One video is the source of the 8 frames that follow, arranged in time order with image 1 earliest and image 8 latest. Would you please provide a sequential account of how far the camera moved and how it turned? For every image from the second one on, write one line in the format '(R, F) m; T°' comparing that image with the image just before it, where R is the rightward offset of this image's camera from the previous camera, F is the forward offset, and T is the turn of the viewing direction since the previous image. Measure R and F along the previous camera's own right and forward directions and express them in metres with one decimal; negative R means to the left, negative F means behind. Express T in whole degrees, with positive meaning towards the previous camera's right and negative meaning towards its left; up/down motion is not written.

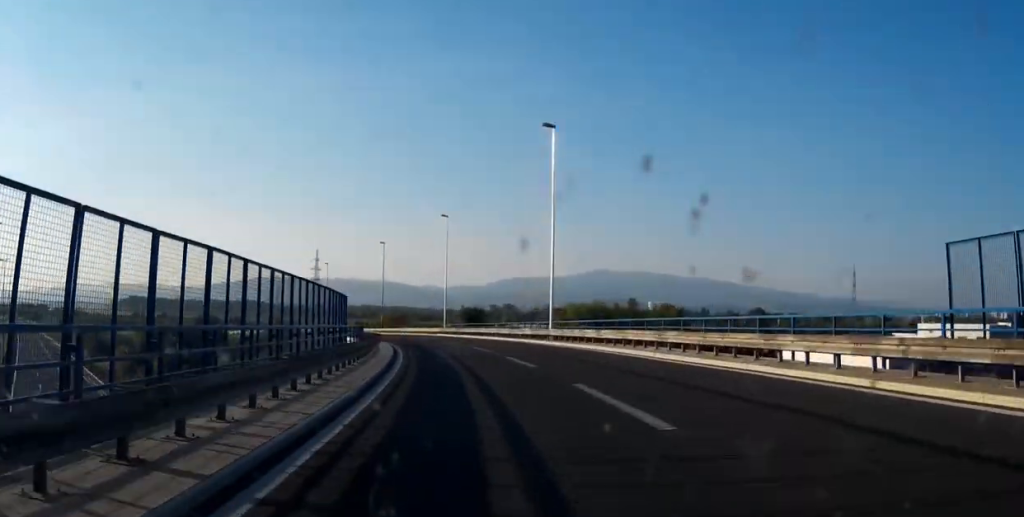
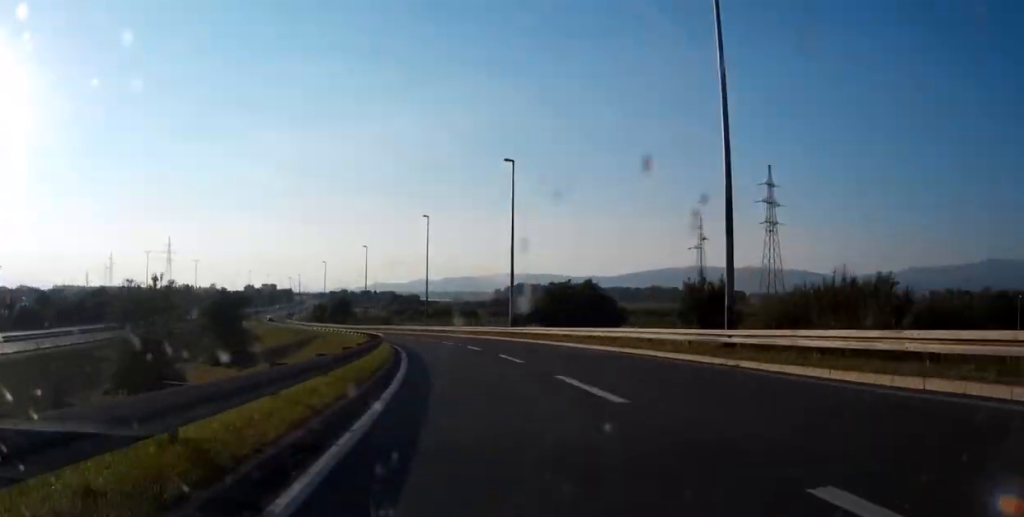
(-46.2, +162.5) m; -30°
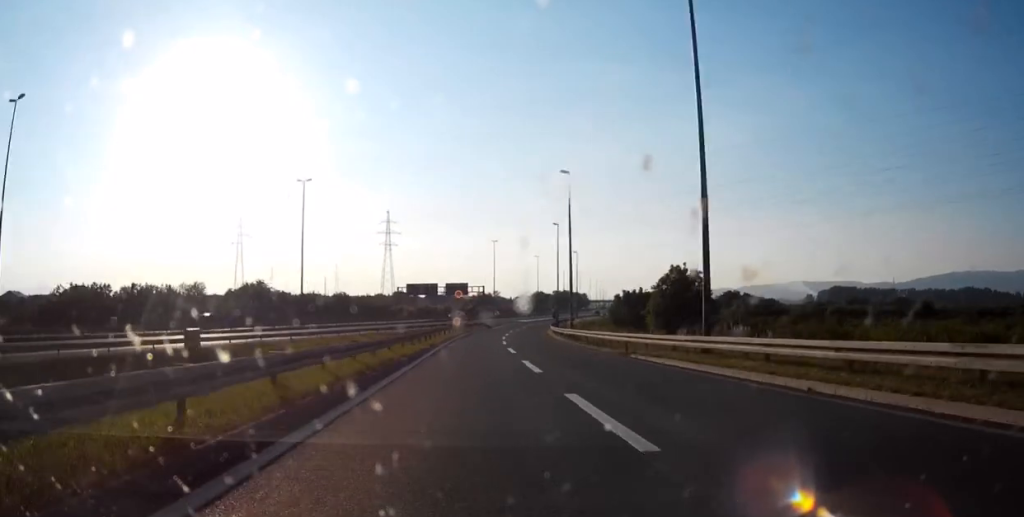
(-19.2, +128.0) m; -9°
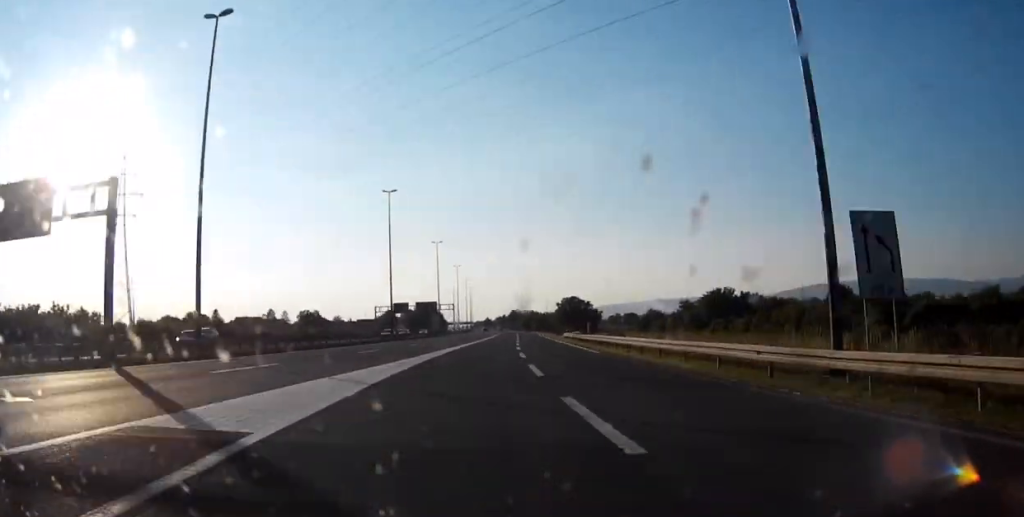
(+7.2, +135.7) m; +6°
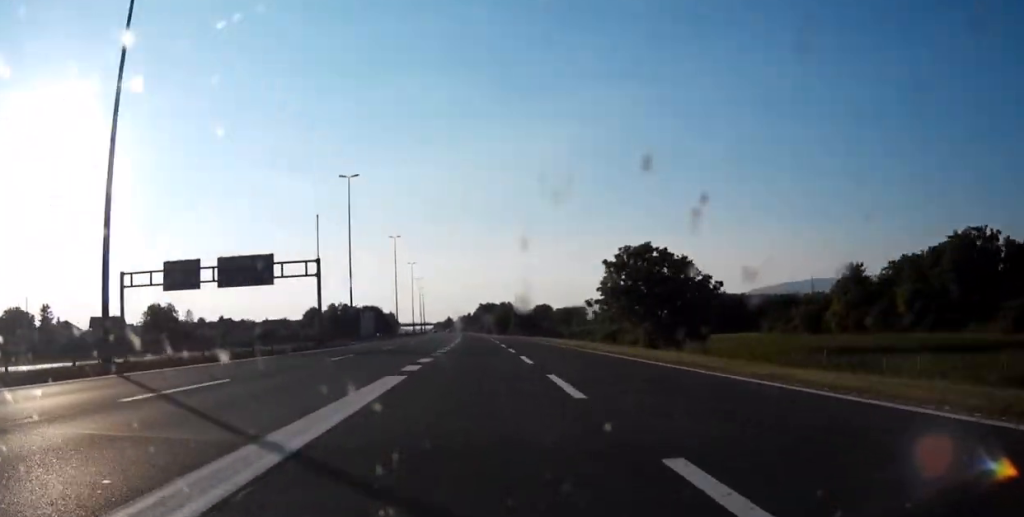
(+4.8, +115.0) m; +1°
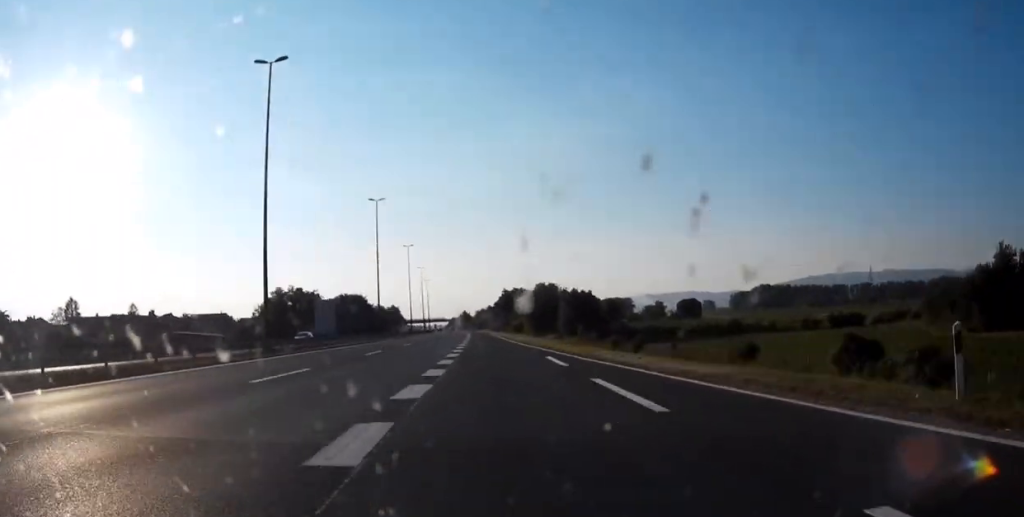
(-0.7, +87.5) m; -1°
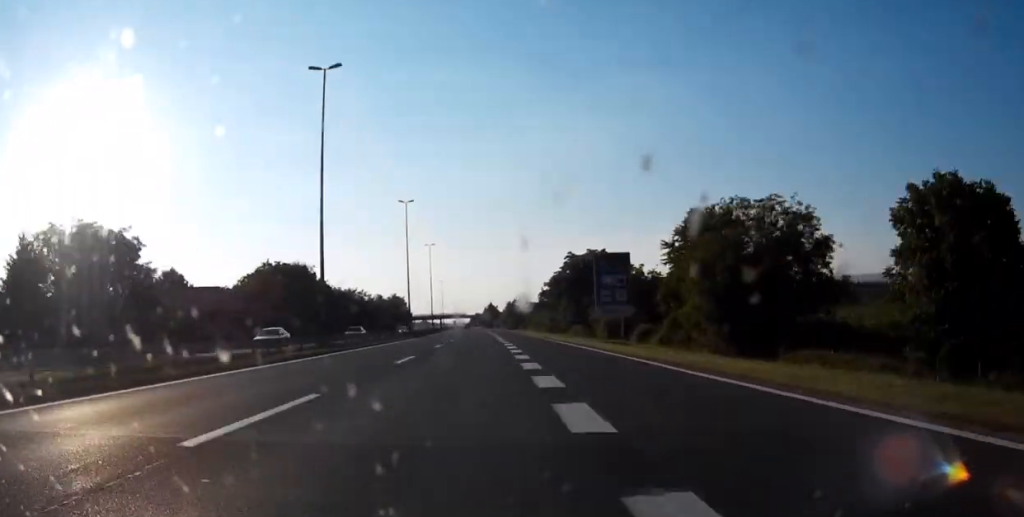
(-1.8, +99.8) m; -1°
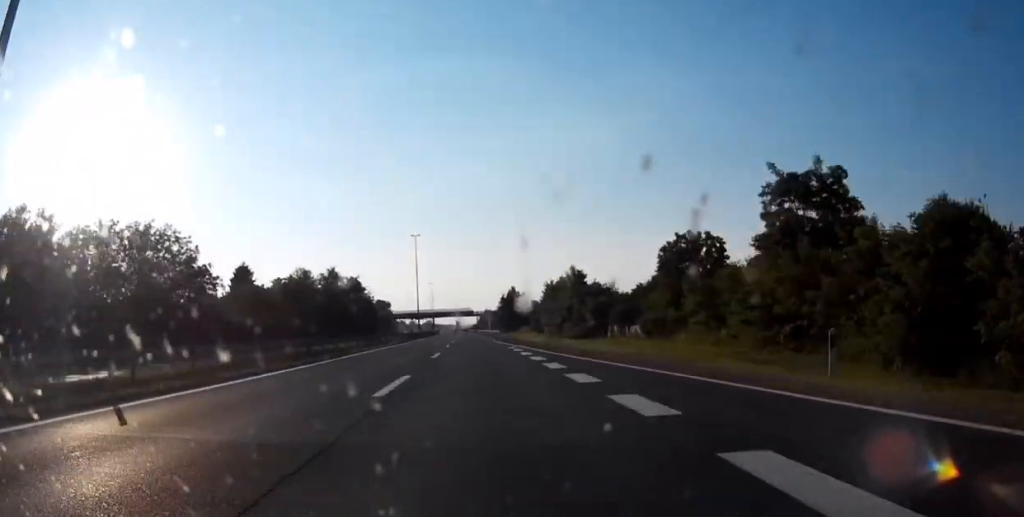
(-0.9, +136.9) m; -1°
